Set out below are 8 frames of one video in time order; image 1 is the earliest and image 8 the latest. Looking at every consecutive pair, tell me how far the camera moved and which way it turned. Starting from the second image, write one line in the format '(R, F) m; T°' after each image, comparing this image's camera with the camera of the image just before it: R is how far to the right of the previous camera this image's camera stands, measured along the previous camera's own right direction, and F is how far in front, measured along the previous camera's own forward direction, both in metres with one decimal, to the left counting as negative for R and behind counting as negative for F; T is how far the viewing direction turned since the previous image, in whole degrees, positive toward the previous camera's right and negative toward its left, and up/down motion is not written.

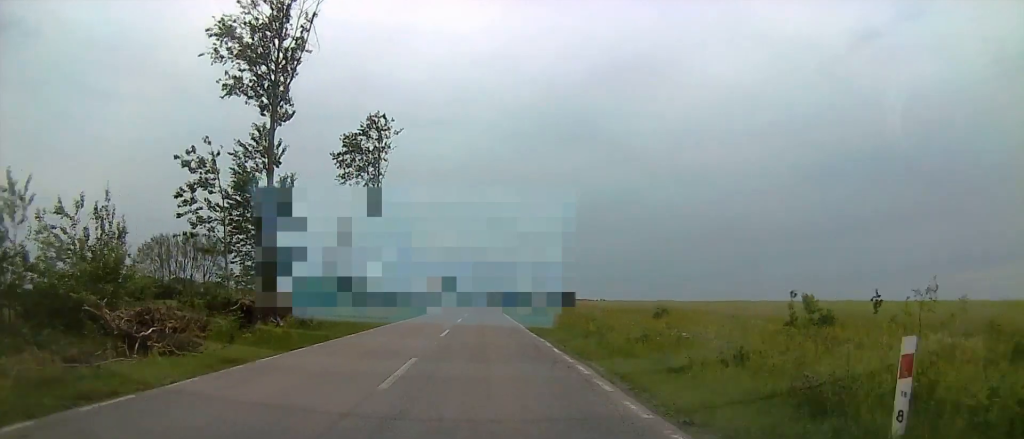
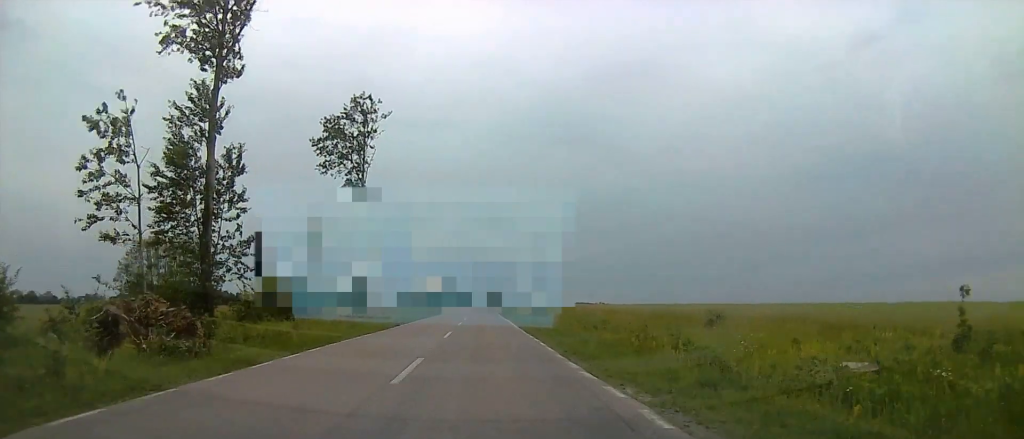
(-0.5, +10.1) m; 0°
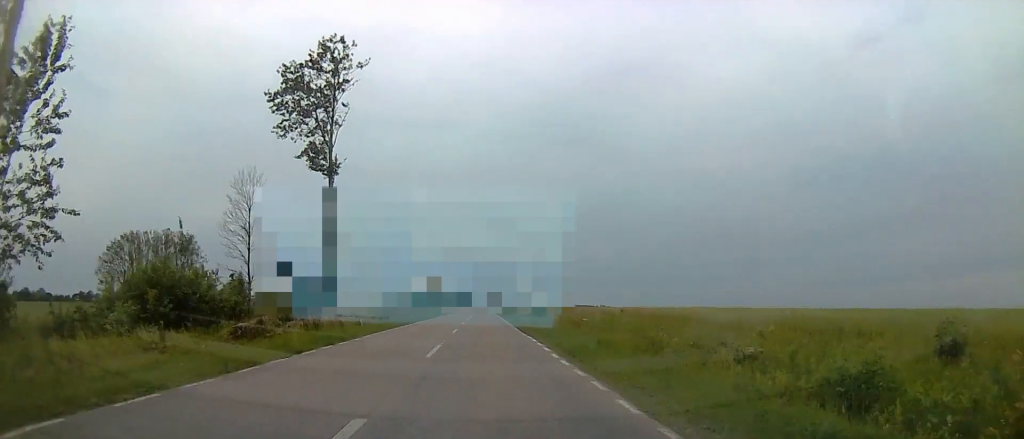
(+0.6, +18.3) m; +2°
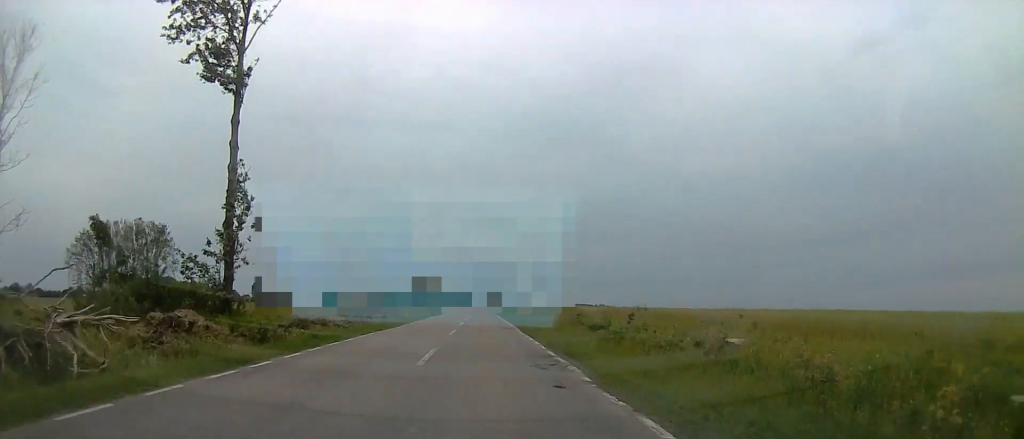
(+0.6, +24.9) m; +1°
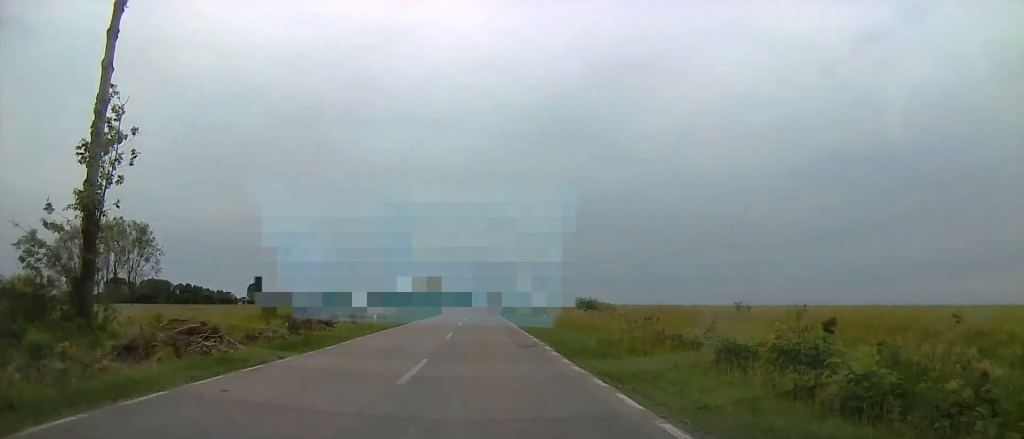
(0.0, +14.6) m; 0°
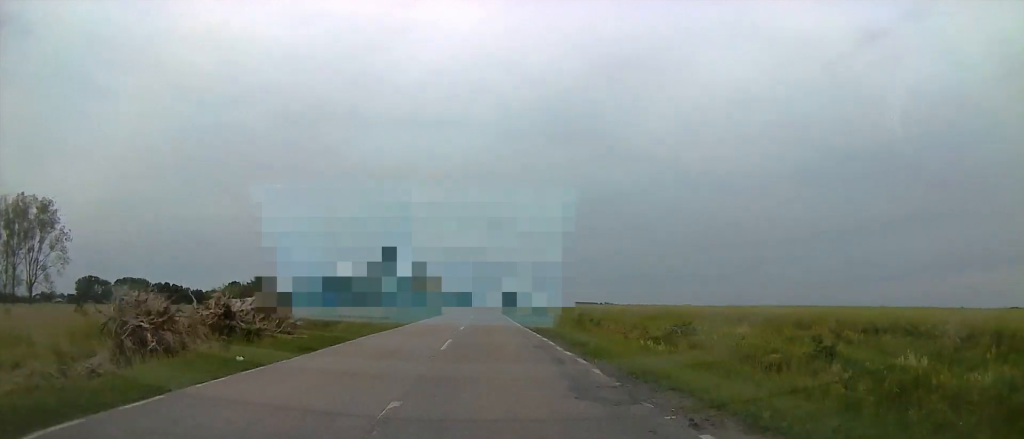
(+0.1, +64.8) m; 0°
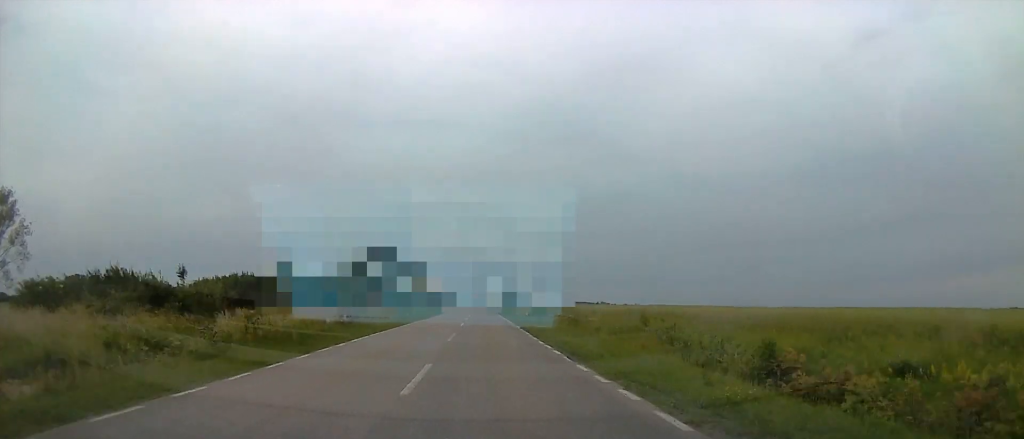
(0.0, +18.8) m; 0°
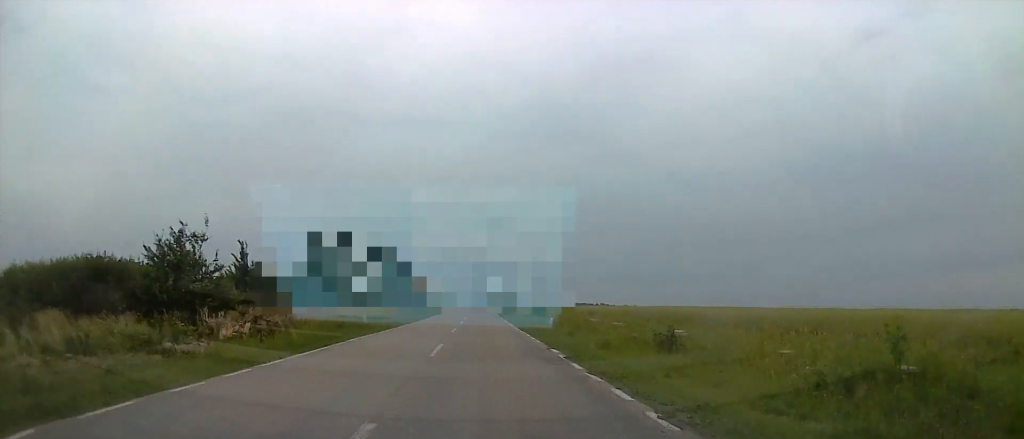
(0.0, +18.1) m; 0°
